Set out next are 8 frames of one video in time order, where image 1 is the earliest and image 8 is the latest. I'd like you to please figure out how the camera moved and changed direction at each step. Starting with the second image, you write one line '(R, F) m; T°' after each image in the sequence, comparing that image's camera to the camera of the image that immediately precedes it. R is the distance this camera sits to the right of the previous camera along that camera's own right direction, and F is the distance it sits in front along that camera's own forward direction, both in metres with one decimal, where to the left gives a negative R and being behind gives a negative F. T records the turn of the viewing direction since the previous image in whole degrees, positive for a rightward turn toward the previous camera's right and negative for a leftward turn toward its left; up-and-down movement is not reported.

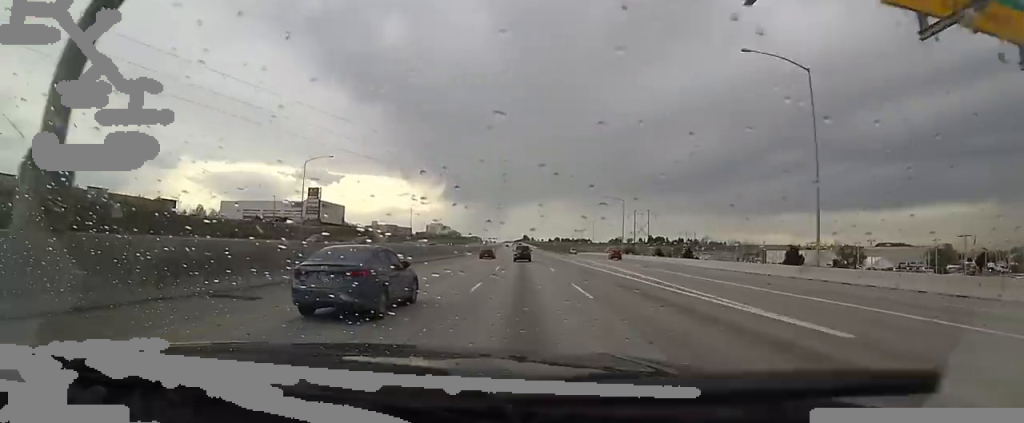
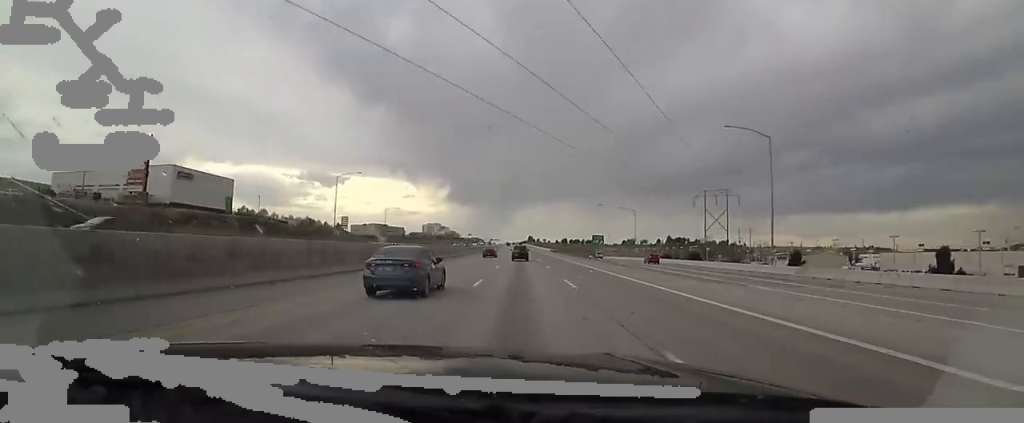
(+1.1, +71.5) m; -2°
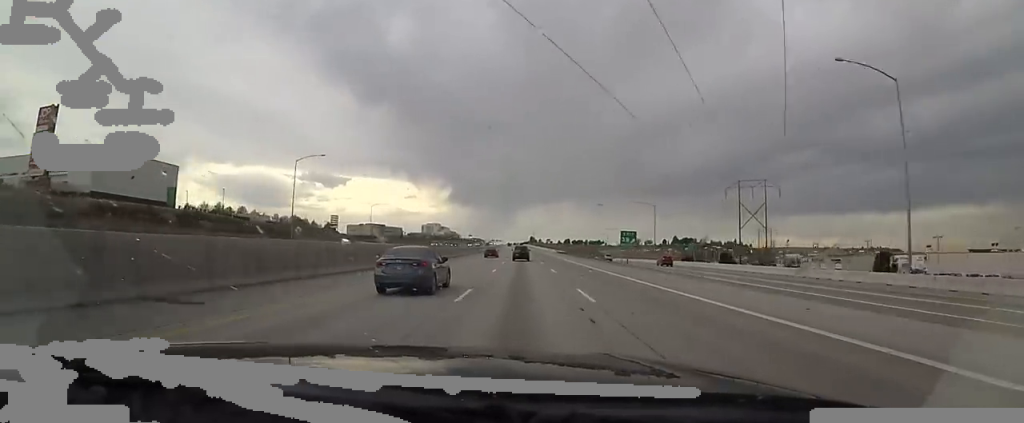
(-1.0, +19.3) m; 0°
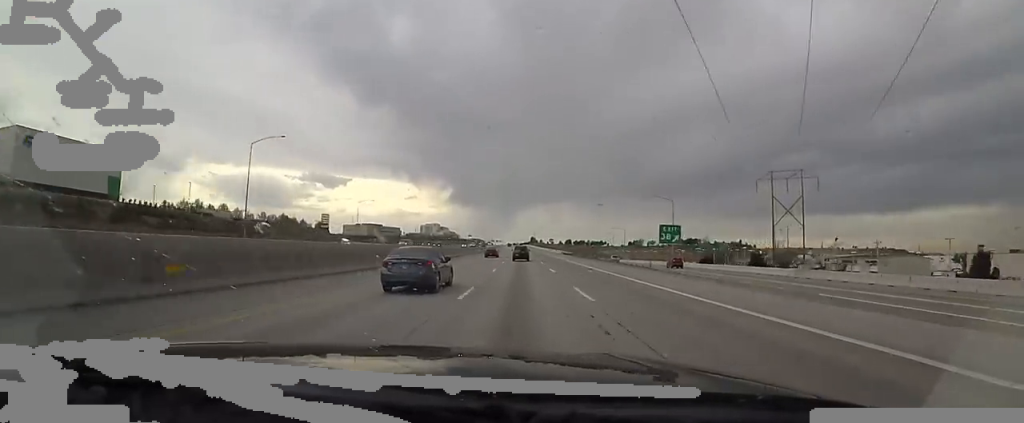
(-0.2, +14.2) m; 0°
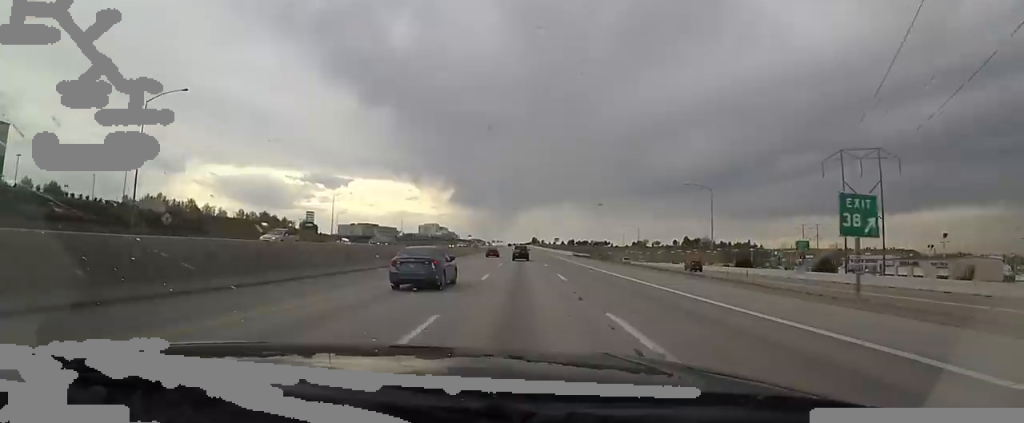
(+1.0, +21.3) m; 0°
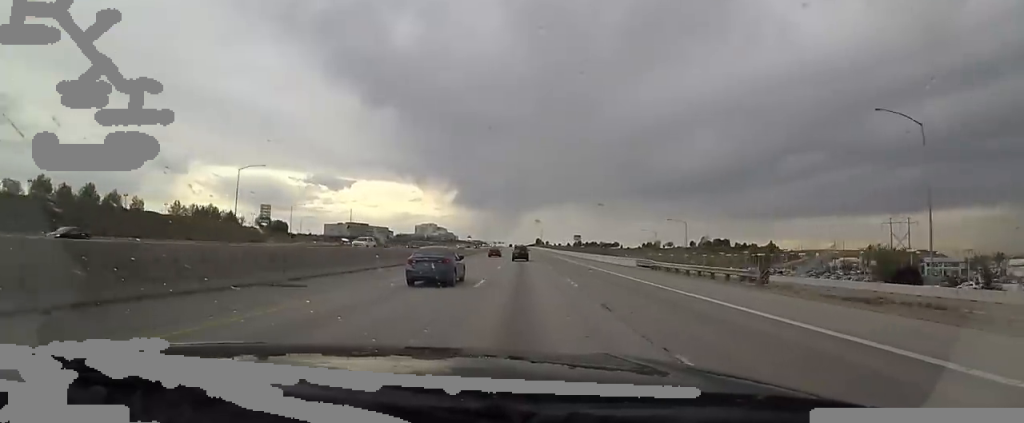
(-1.8, +48.5) m; -1°
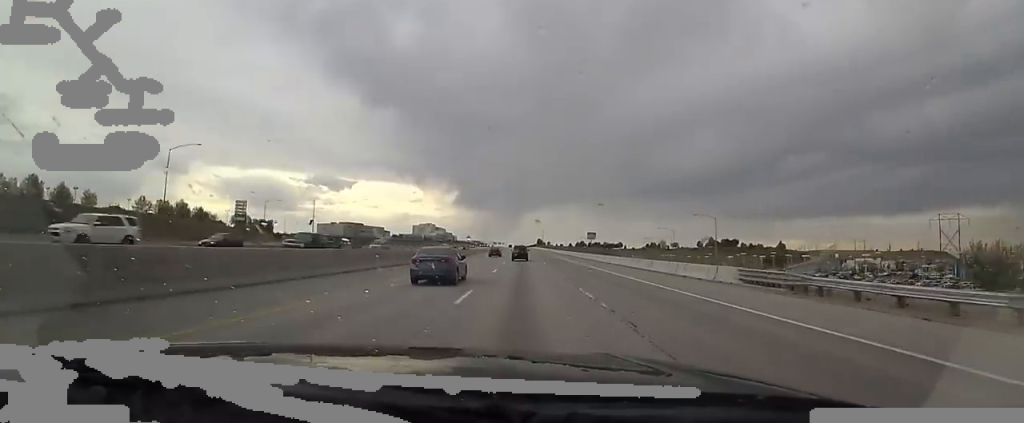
(-0.3, +19.8) m; +2°
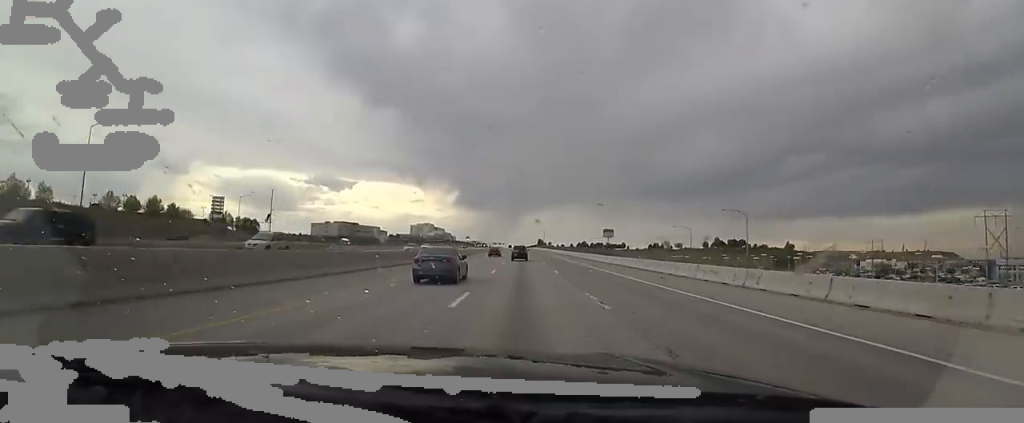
(+0.8, +15.8) m; 0°
